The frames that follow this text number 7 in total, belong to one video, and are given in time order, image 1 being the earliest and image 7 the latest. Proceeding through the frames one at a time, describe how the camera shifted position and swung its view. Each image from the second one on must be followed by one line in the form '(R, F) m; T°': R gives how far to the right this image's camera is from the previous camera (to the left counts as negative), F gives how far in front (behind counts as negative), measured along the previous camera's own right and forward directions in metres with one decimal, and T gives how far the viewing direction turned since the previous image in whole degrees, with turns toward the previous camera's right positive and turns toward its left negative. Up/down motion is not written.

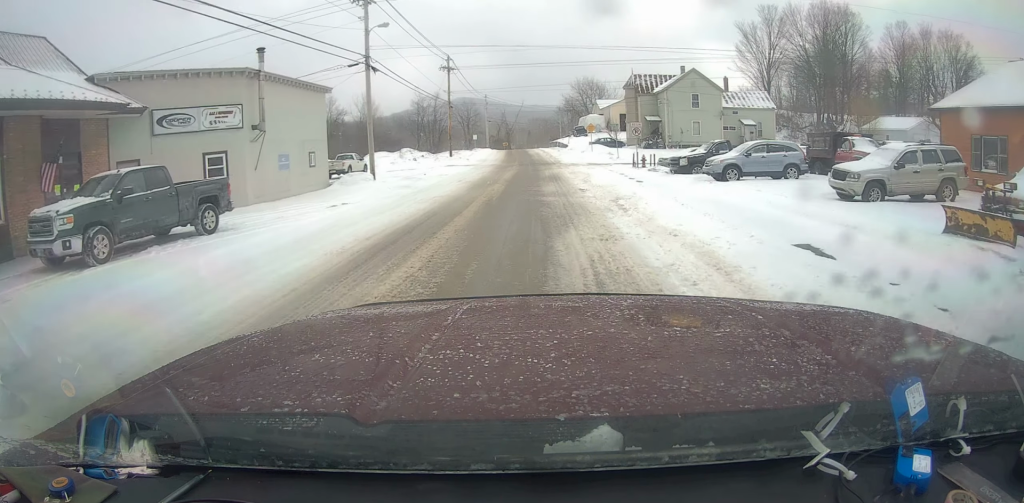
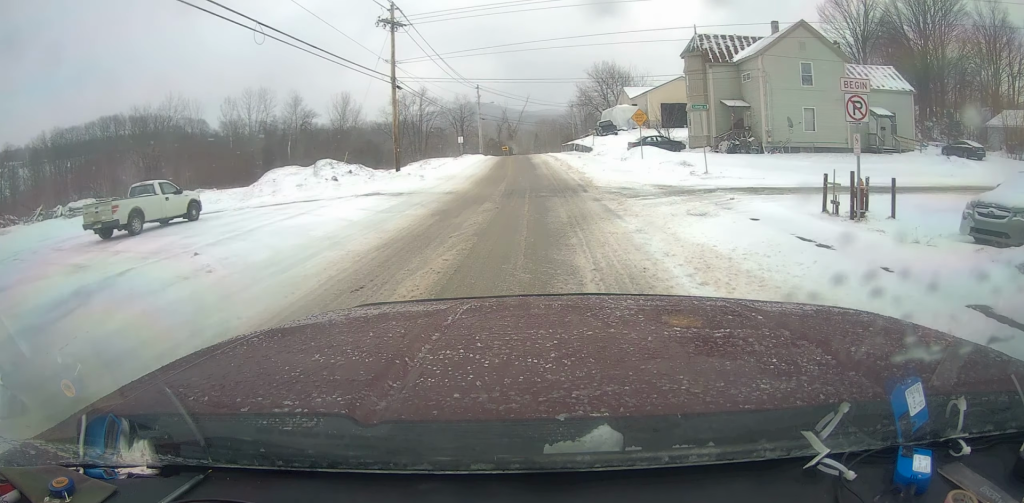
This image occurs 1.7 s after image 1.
(-0.4, +26.2) m; 0°
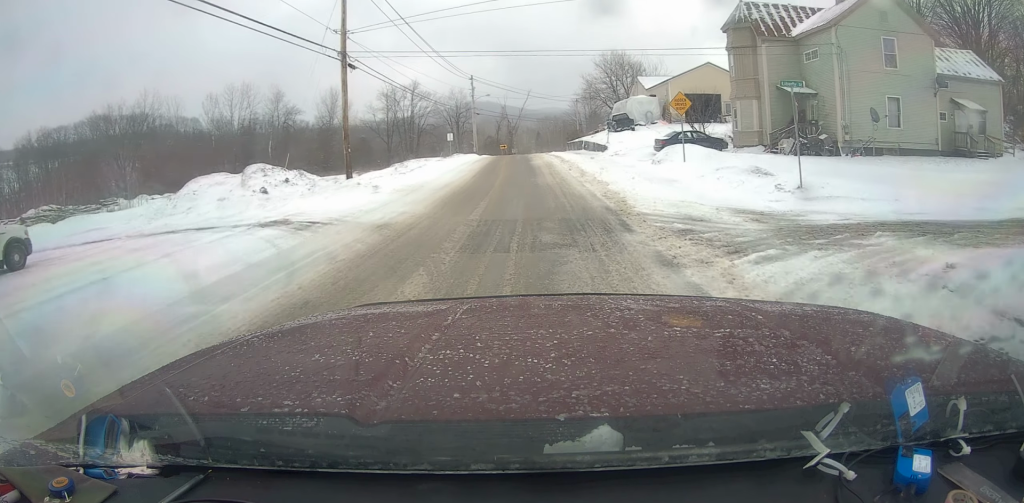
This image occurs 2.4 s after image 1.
(+0.1, +9.8) m; 0°
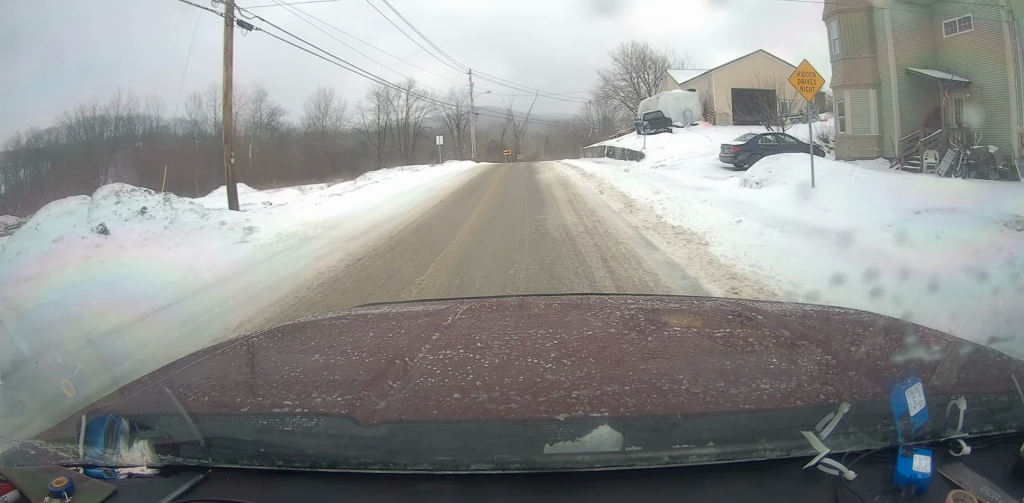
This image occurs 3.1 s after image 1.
(+0.1, +11.5) m; 0°
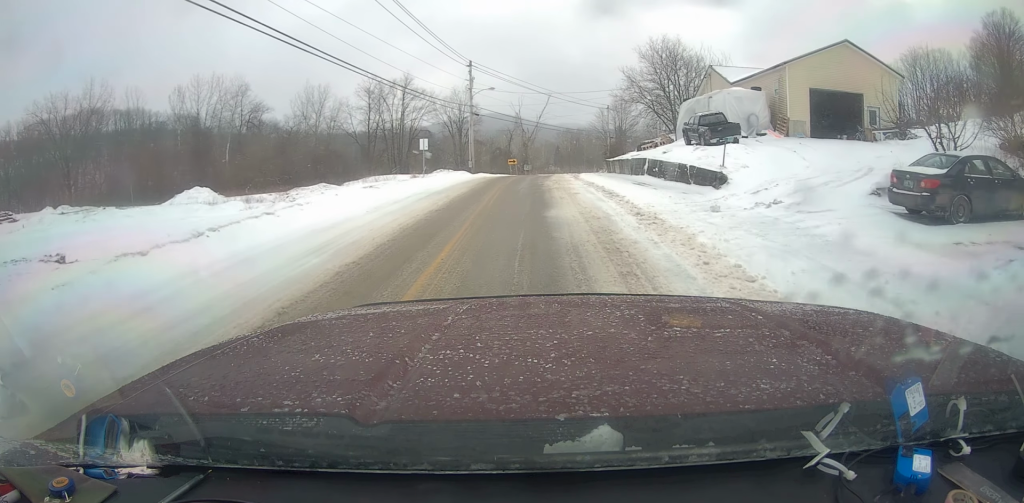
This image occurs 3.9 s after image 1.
(-0.1, +11.3) m; -1°
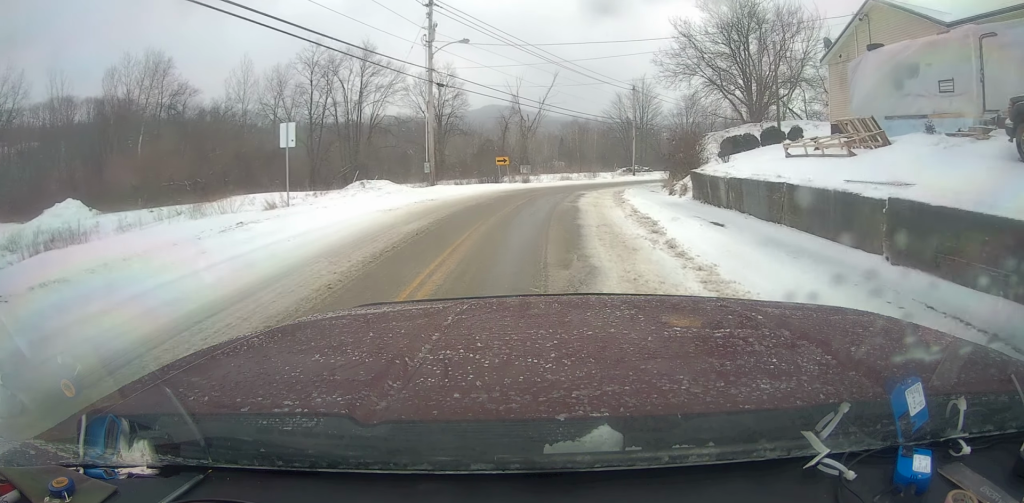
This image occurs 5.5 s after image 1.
(-0.5, +22.8) m; -1°
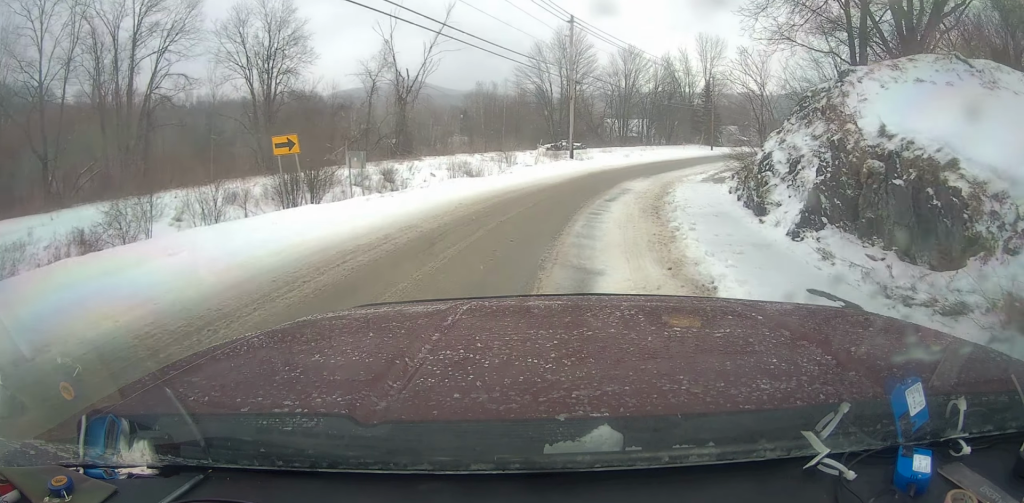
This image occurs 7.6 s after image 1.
(+1.9, +27.2) m; +12°
